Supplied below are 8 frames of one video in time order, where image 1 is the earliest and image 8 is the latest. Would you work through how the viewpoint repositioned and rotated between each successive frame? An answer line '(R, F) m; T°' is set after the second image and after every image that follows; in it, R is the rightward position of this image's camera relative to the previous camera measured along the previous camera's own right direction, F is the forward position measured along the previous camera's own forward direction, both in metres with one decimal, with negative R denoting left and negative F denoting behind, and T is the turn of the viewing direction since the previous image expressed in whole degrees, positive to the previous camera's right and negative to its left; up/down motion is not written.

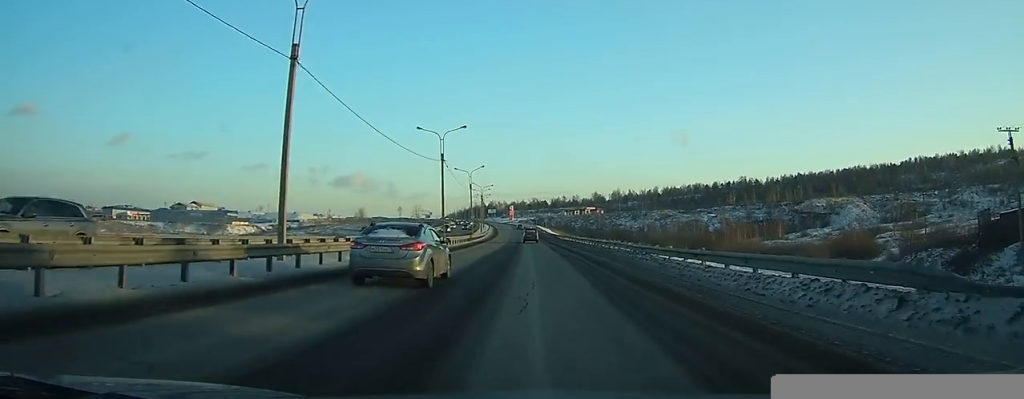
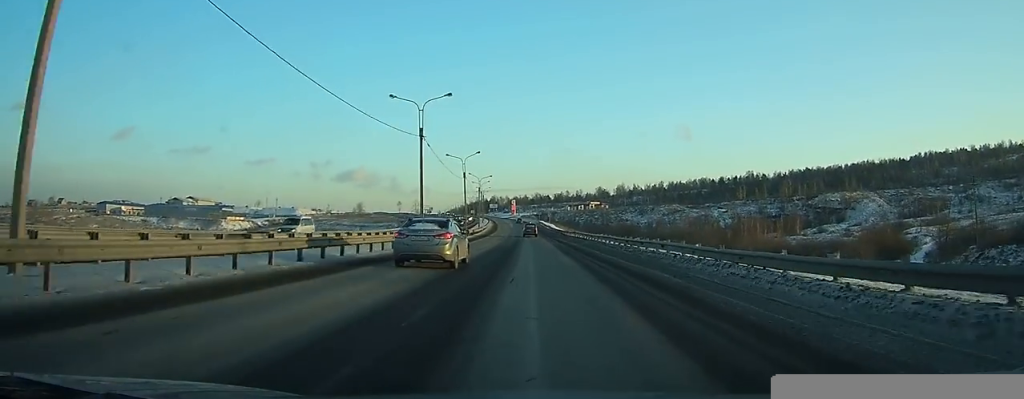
(0.0, +11.8) m; 0°
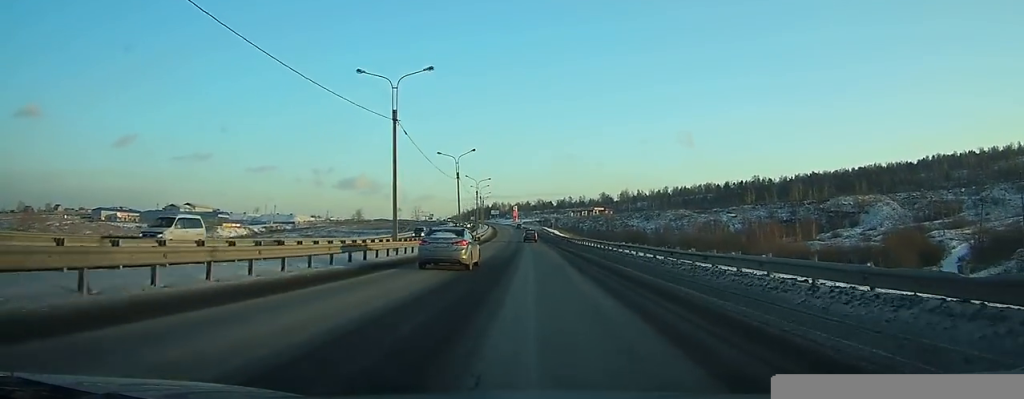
(-0.1, +9.1) m; 0°
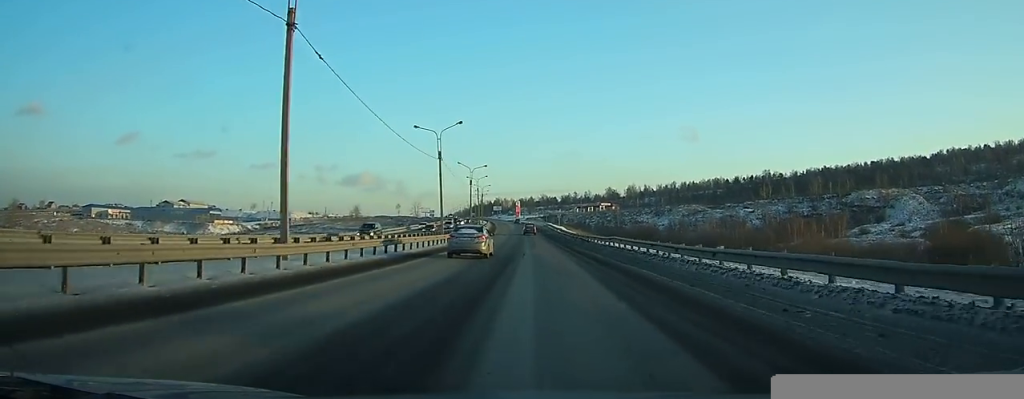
(-0.1, +16.4) m; 0°
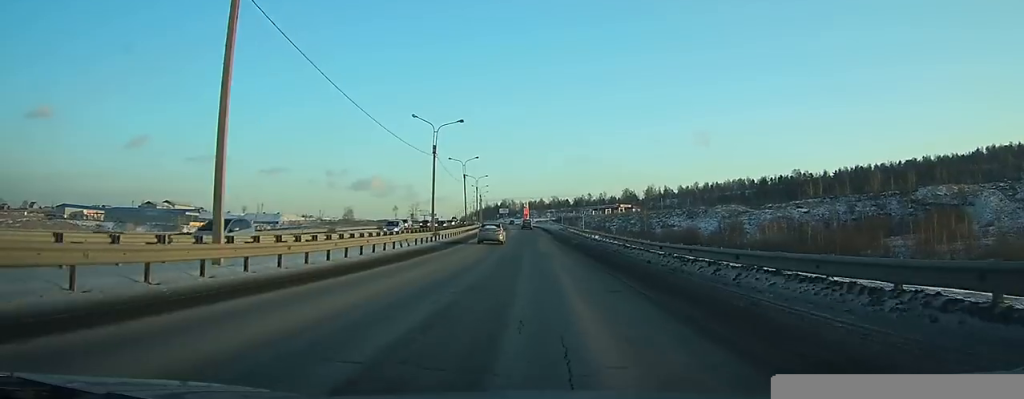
(-0.1, +41.5) m; -1°
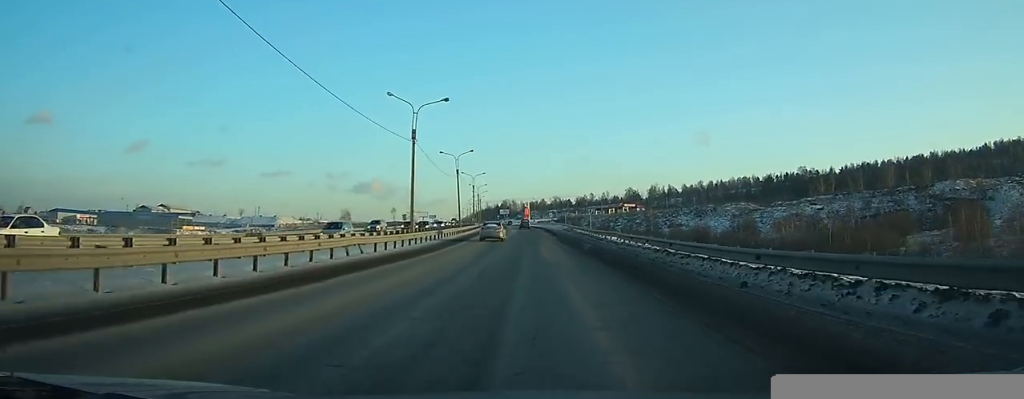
(0.0, +9.3) m; 0°
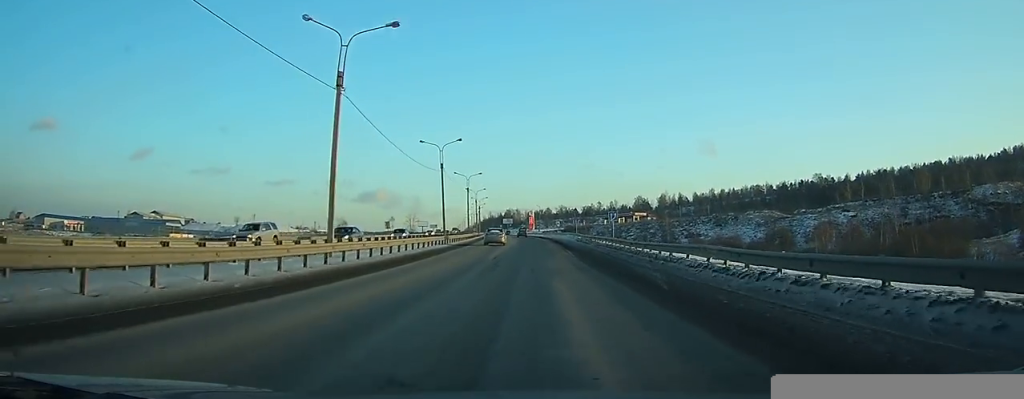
(-0.2, +18.1) m; -1°
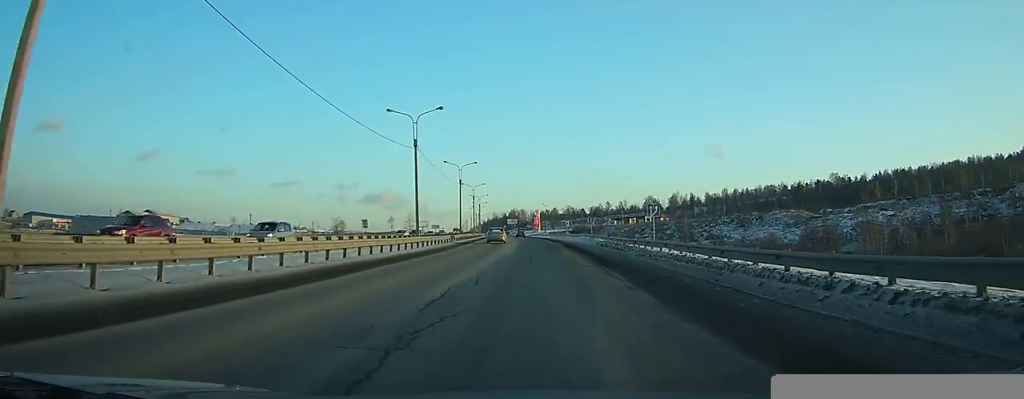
(-0.2, +17.6) m; 0°
